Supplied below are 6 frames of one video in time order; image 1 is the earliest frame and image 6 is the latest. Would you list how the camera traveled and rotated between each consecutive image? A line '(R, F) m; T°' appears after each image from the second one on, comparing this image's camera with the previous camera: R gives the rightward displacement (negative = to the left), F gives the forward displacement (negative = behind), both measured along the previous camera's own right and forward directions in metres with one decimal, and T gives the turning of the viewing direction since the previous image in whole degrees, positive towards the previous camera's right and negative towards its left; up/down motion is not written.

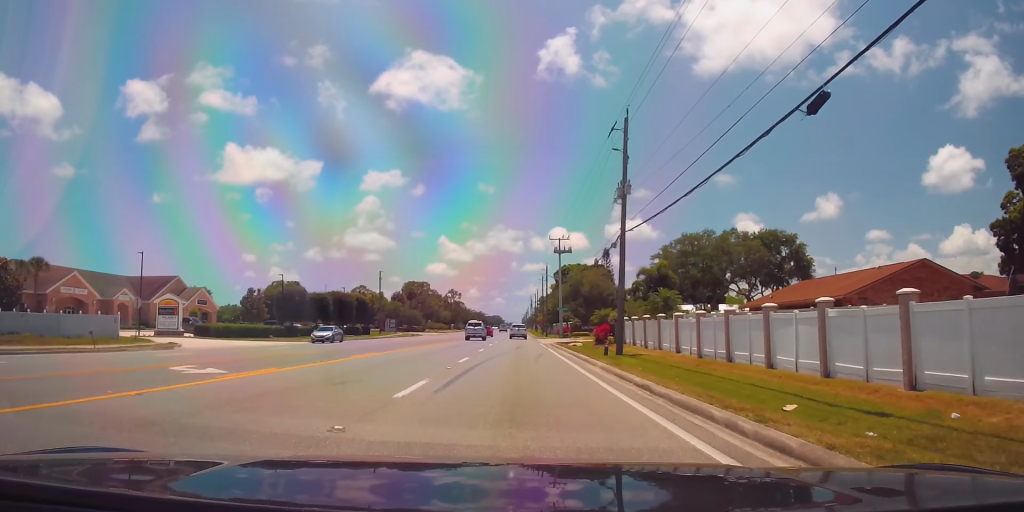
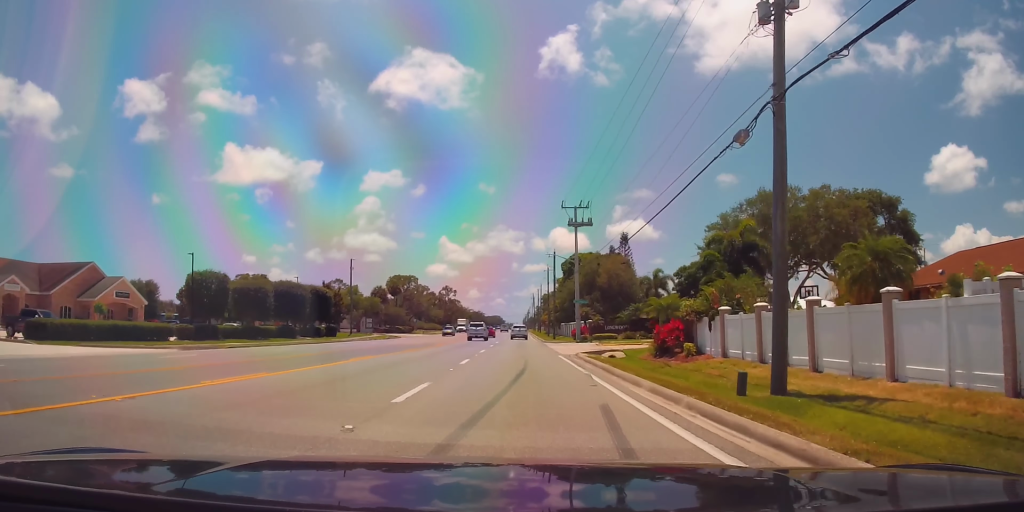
(-0.5, +22.4) m; 0°
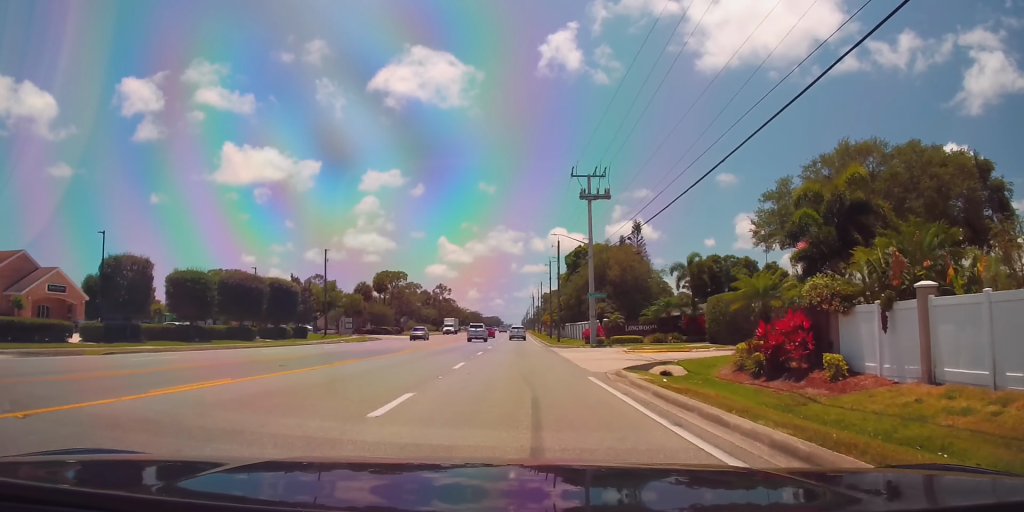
(+0.3, +13.0) m; +1°
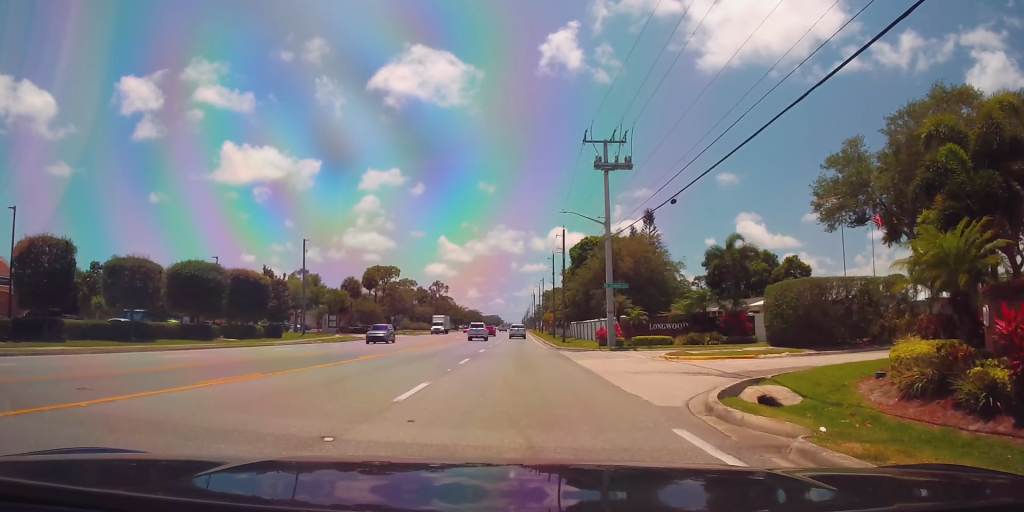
(+0.1, +9.3) m; 0°
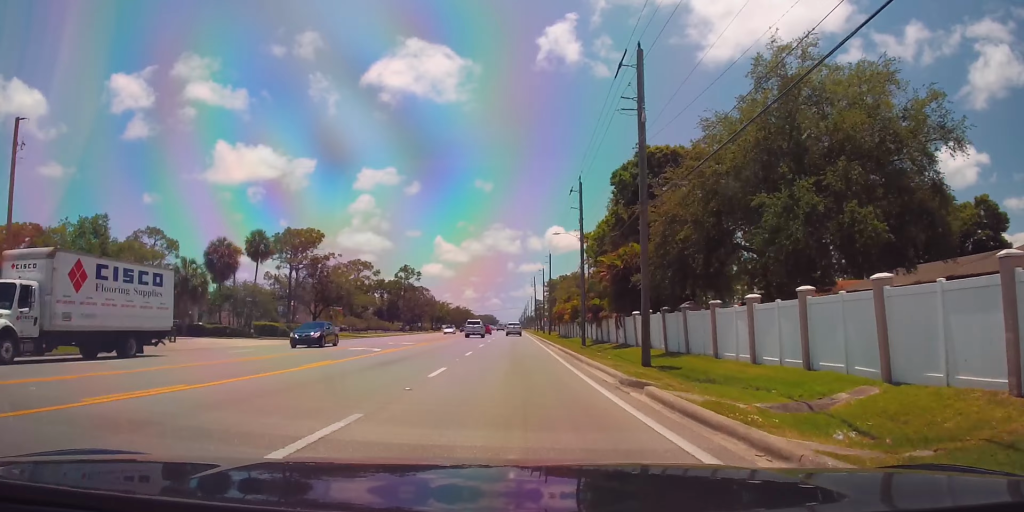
(-0.8, +50.0) m; 0°
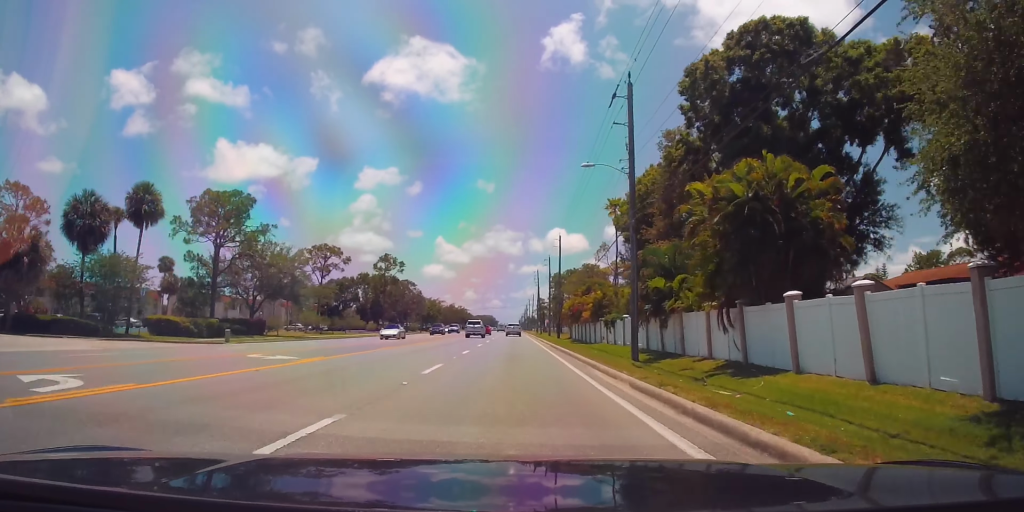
(0.0, +22.7) m; -1°
